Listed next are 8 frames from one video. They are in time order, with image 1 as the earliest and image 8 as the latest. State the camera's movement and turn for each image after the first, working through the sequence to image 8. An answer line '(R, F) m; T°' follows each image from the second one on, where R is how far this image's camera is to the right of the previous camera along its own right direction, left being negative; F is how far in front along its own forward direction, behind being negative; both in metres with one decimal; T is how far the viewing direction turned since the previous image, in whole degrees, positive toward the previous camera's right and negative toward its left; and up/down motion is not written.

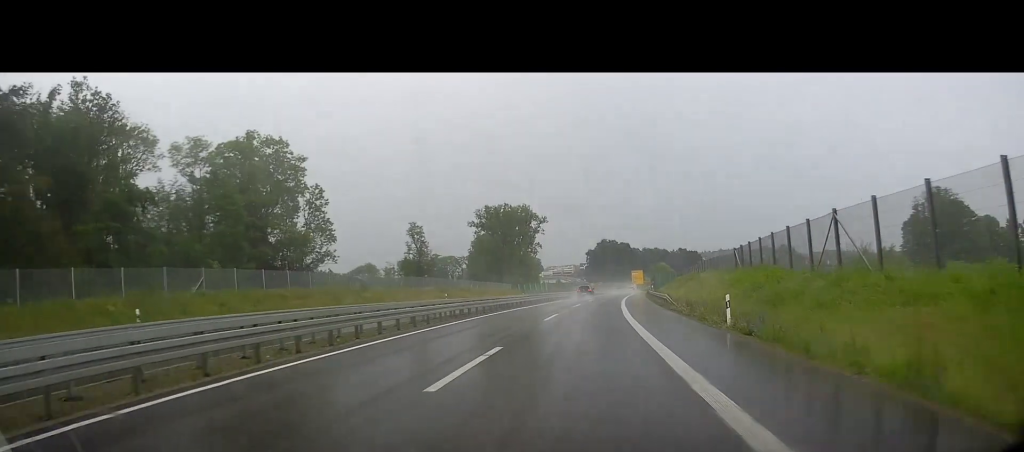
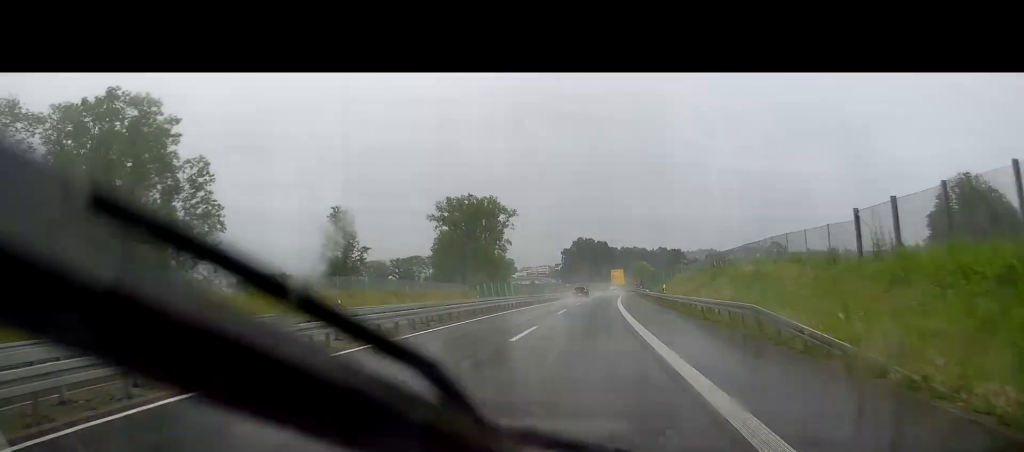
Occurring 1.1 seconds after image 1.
(+0.9, +27.8) m; +2°
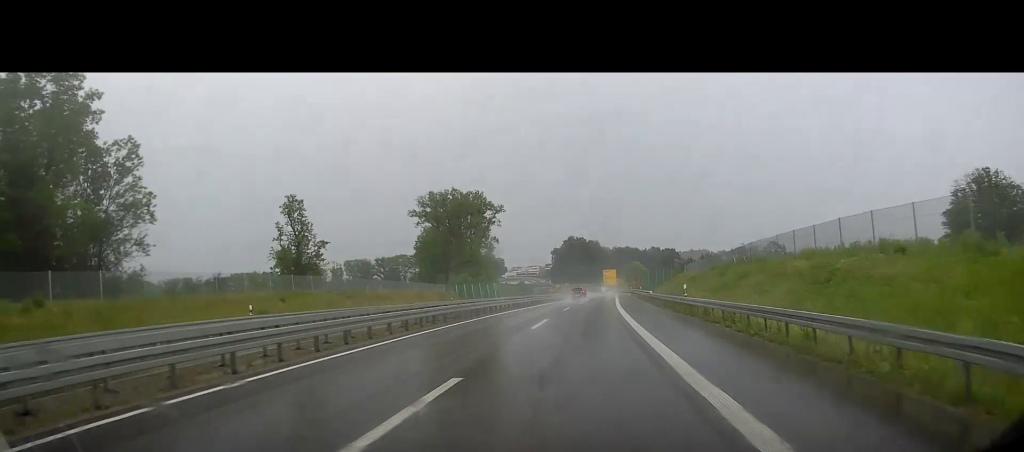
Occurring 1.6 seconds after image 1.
(0.0, +12.7) m; +1°
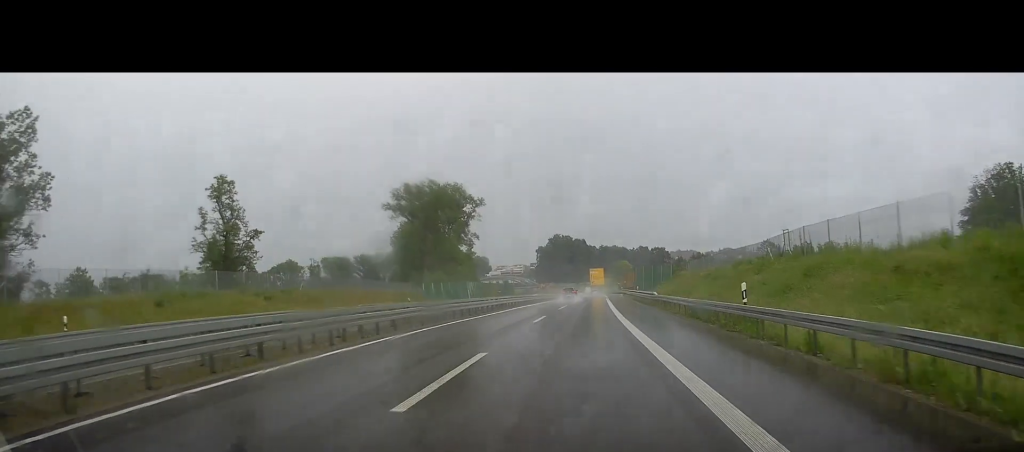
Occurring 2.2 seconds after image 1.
(0.0, +14.4) m; +1°
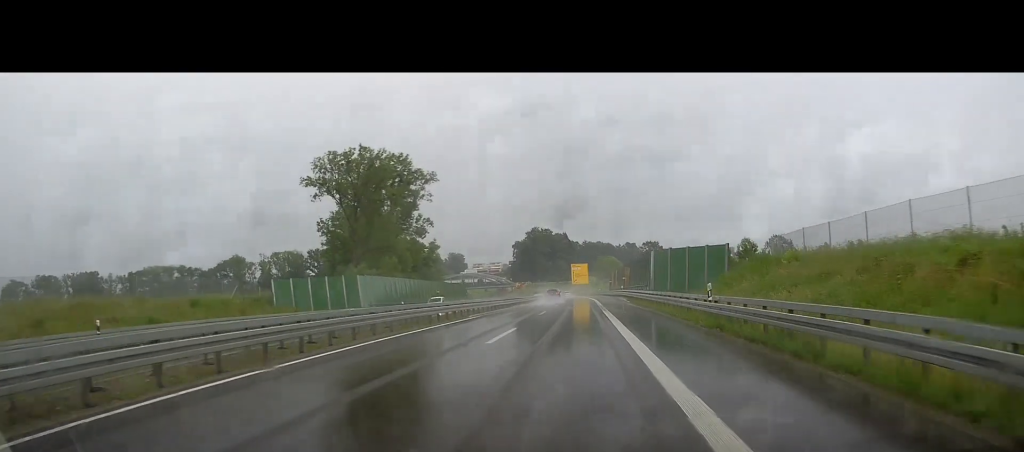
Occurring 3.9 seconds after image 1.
(+1.6, +44.7) m; +4°
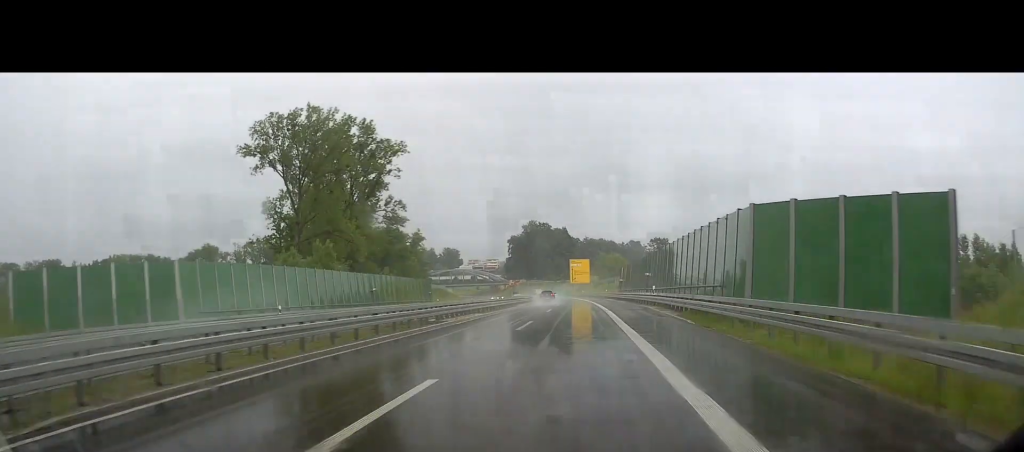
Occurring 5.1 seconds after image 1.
(+0.5, +29.6) m; +1°
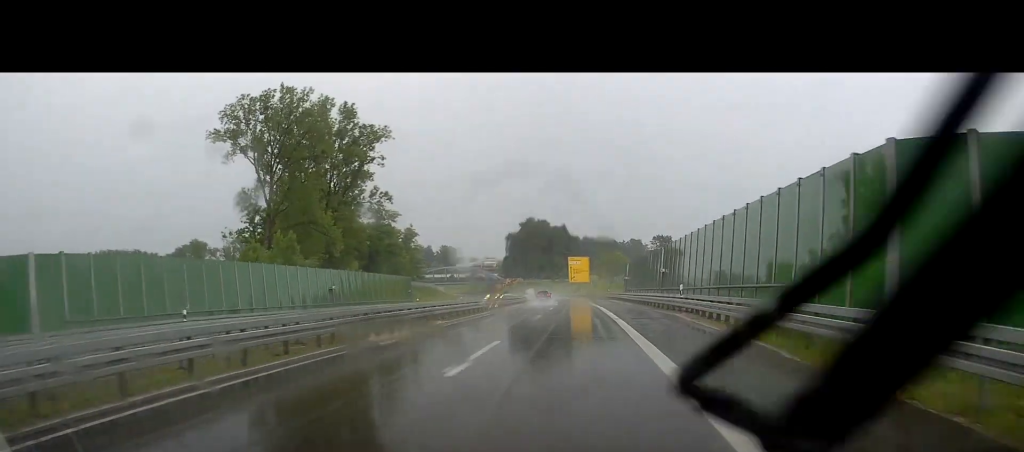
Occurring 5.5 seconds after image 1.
(0.0, +11.0) m; 0°
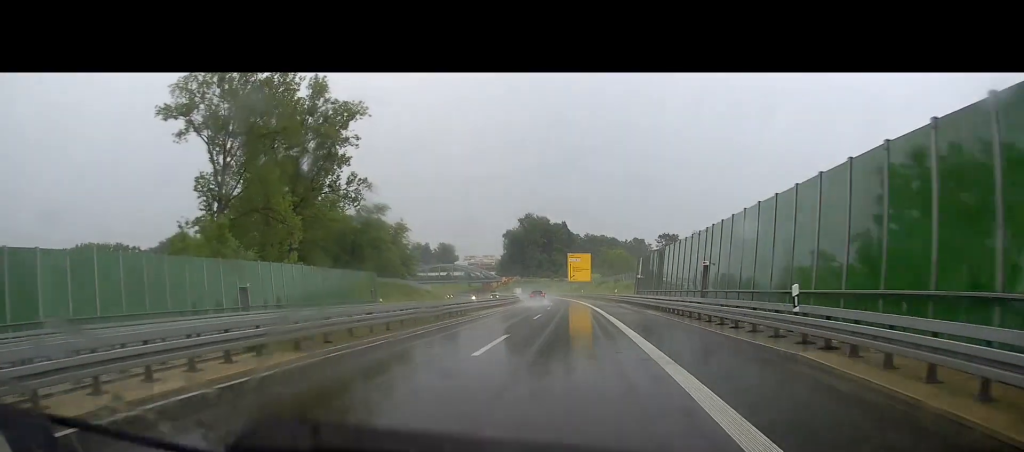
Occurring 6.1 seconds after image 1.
(0.0, +15.2) m; 0°
